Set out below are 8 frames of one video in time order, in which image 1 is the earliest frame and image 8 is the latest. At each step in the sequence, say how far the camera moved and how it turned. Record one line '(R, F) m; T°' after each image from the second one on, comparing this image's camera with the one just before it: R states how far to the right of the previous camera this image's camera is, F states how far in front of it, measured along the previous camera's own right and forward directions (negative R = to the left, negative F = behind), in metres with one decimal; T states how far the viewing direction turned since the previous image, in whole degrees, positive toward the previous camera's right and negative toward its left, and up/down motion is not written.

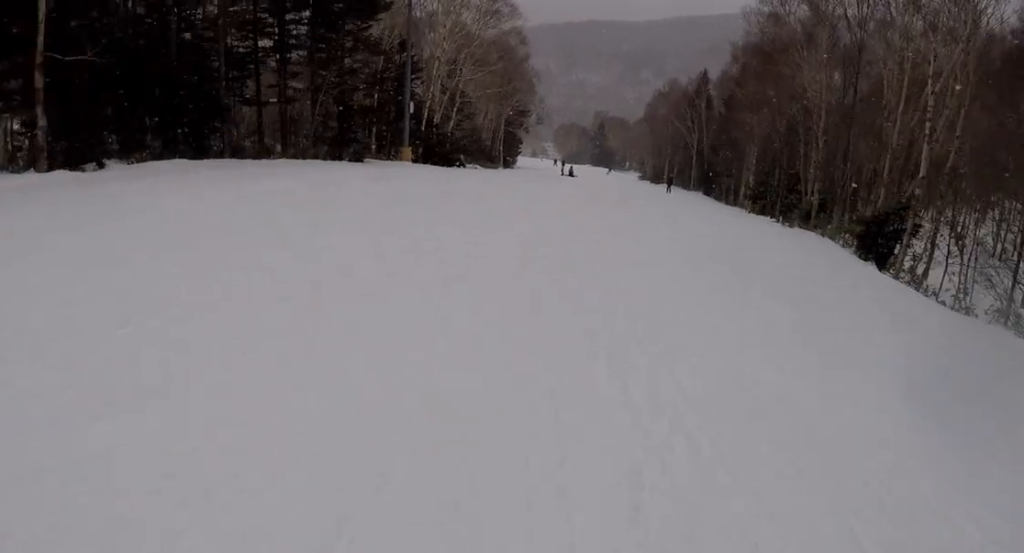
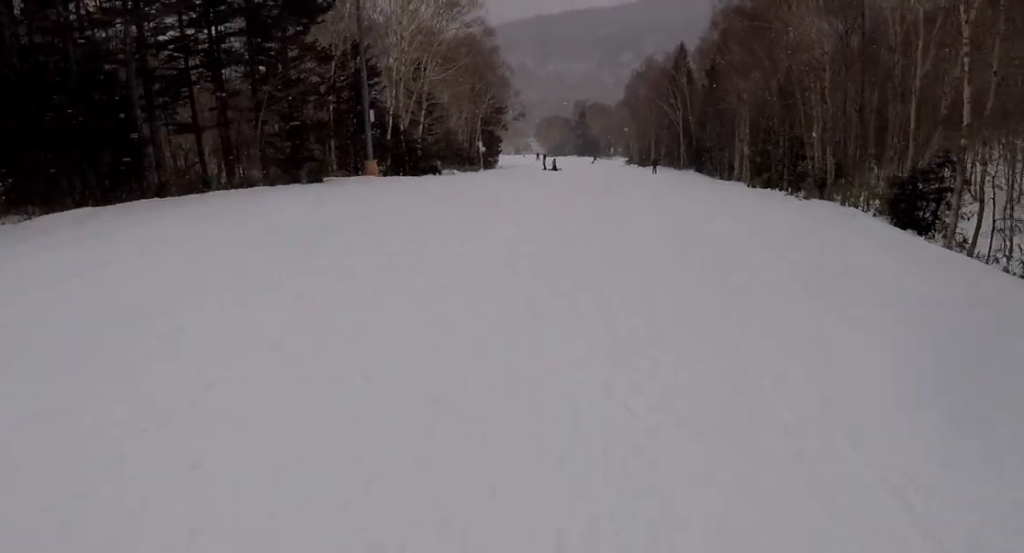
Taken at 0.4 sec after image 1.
(0.0, +4.2) m; -3°
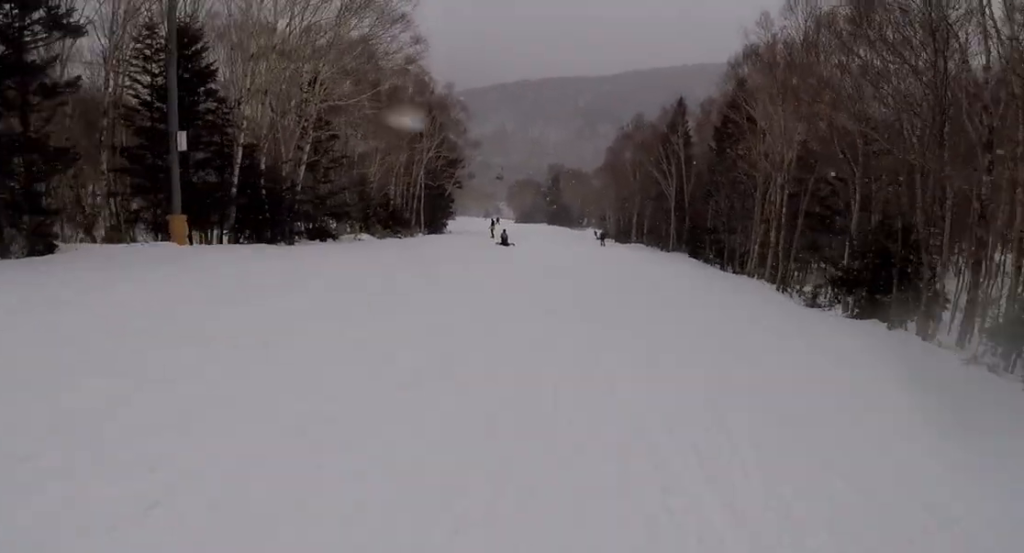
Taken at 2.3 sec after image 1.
(-1.3, +17.7) m; +1°
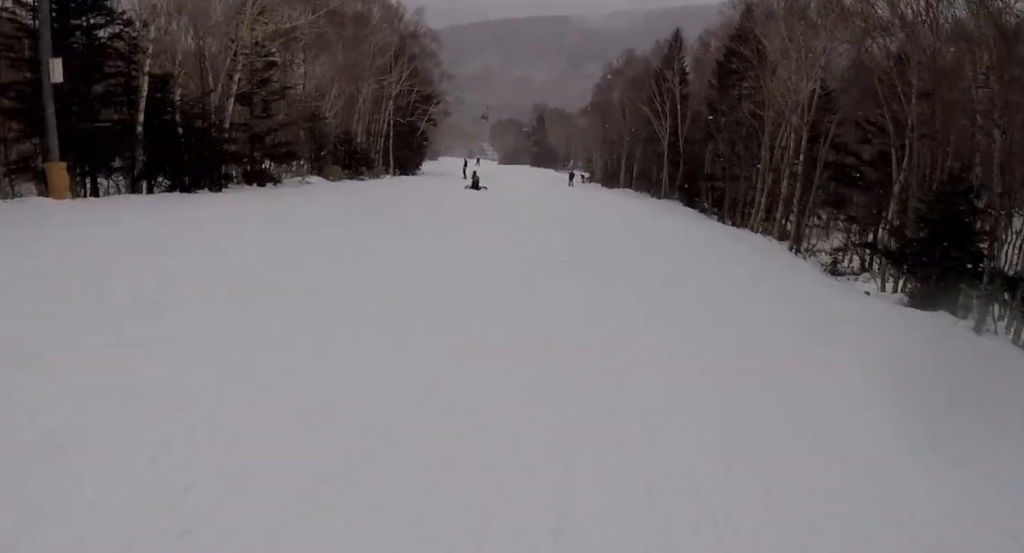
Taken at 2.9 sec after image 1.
(+0.4, +5.4) m; +7°
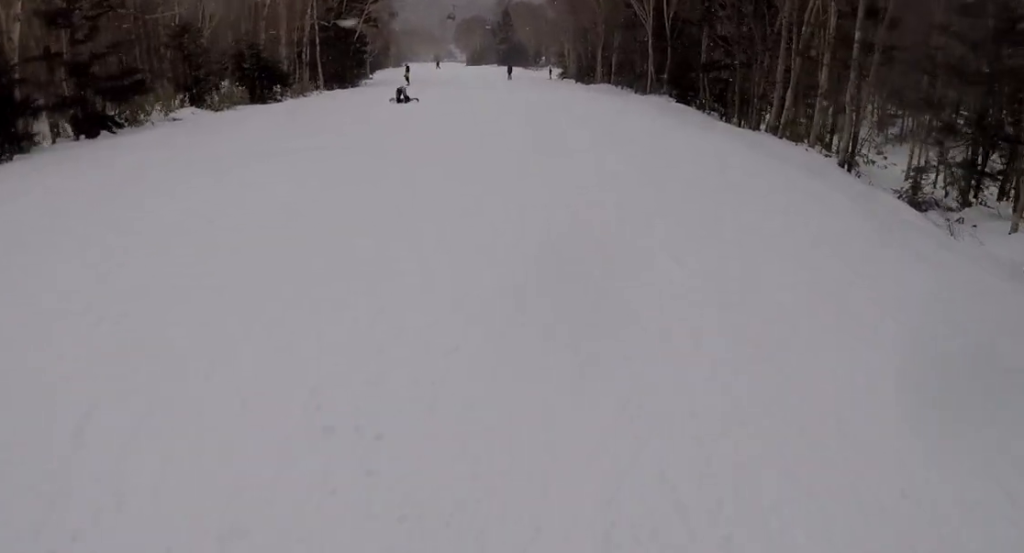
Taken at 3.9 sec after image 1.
(+0.9, +10.0) m; +1°
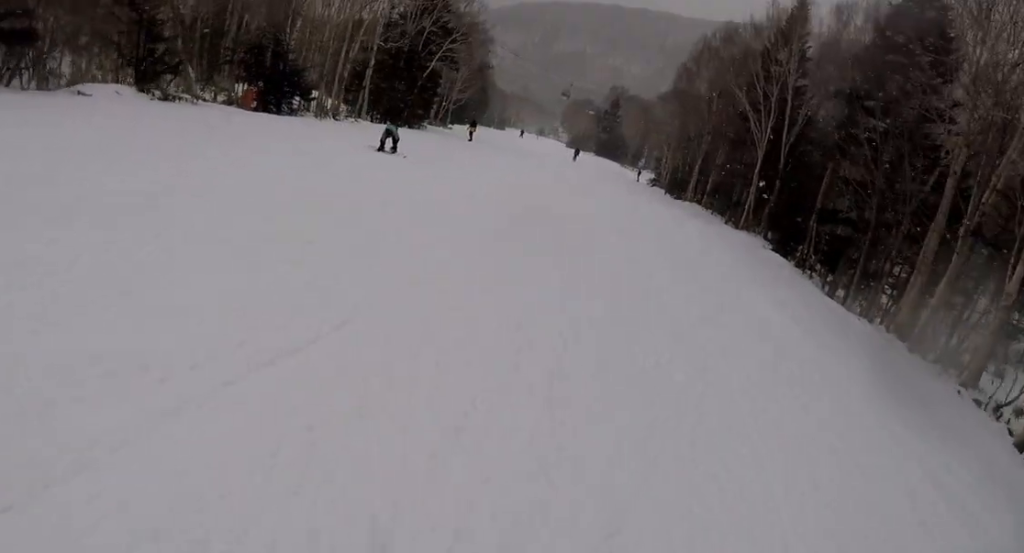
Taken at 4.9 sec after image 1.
(-0.8, +10.1) m; -13°
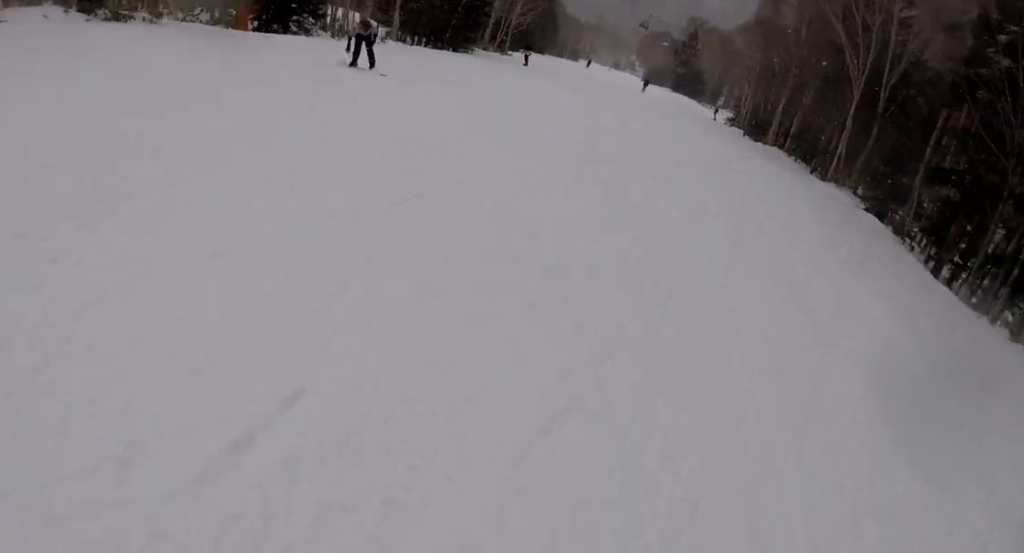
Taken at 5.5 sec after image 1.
(-0.6, +4.7) m; -1°
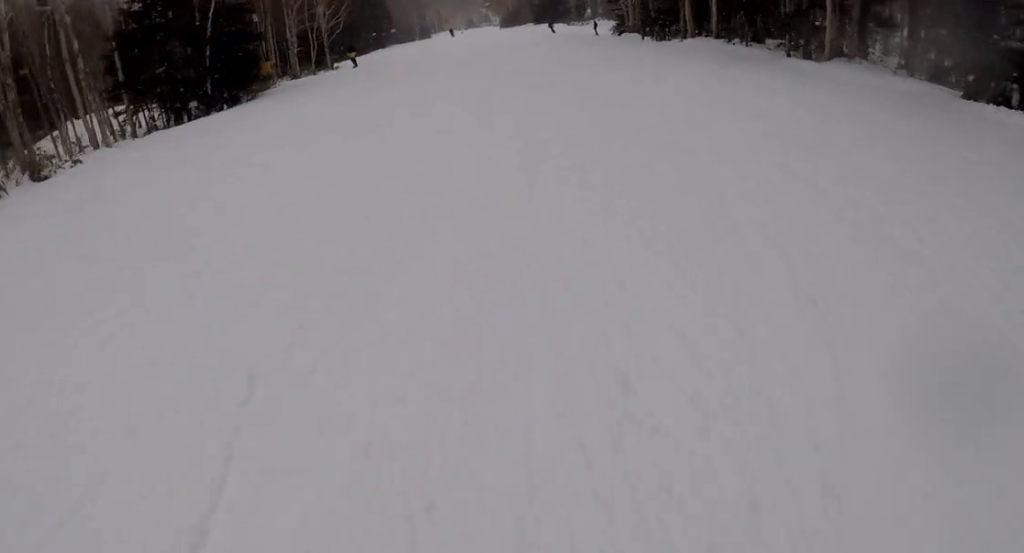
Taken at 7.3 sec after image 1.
(+1.2, +15.5) m; +10°
